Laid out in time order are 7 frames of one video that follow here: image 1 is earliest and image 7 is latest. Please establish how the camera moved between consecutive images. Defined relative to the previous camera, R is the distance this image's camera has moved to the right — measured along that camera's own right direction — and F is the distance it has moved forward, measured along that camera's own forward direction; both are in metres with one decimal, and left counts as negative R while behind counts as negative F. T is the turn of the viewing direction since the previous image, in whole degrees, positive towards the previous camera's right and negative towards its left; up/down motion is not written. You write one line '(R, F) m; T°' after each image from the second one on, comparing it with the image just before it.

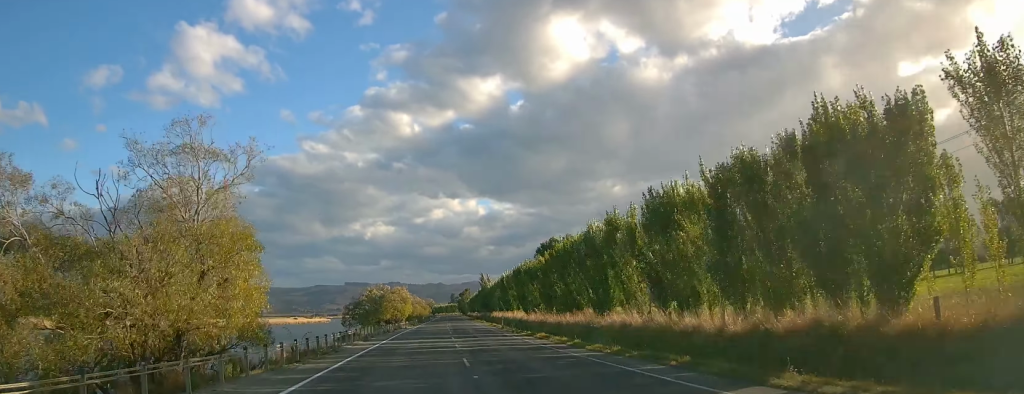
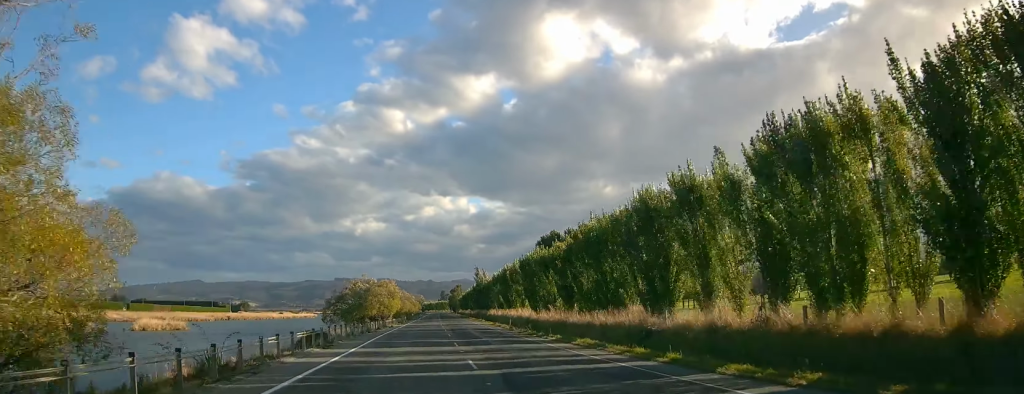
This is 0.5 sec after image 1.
(+0.2, +12.6) m; +1°
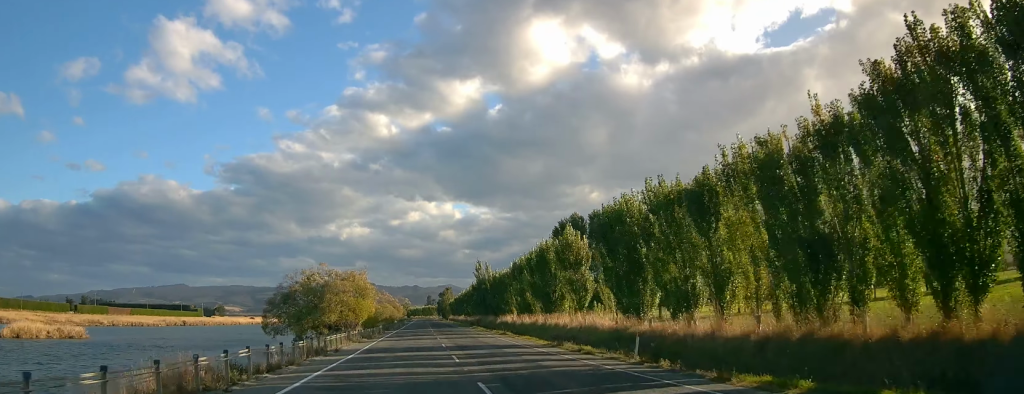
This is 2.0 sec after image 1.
(+1.0, +34.8) m; +2°
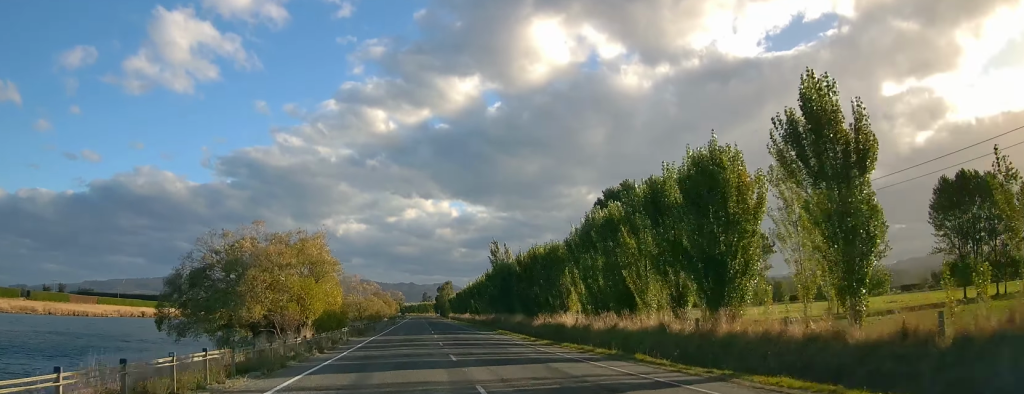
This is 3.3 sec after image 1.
(-0.2, +31.2) m; 0°
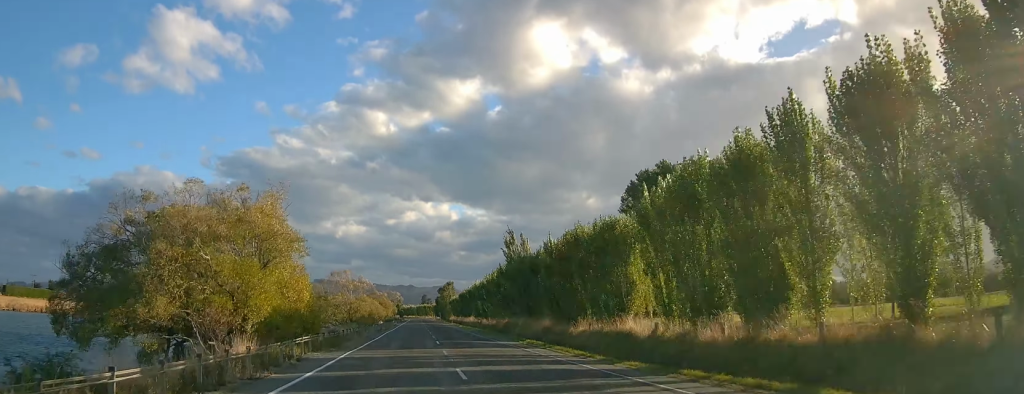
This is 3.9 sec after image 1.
(+0.2, +14.5) m; 0°
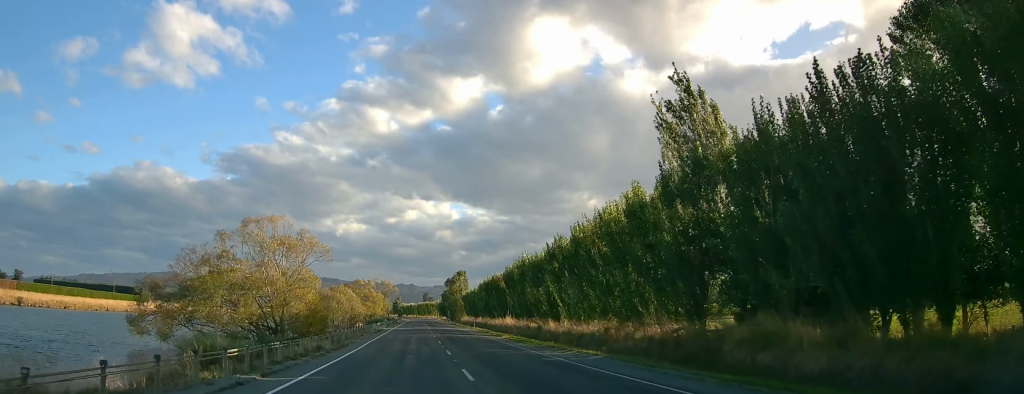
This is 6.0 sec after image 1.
(-0.4, +50.5) m; +1°
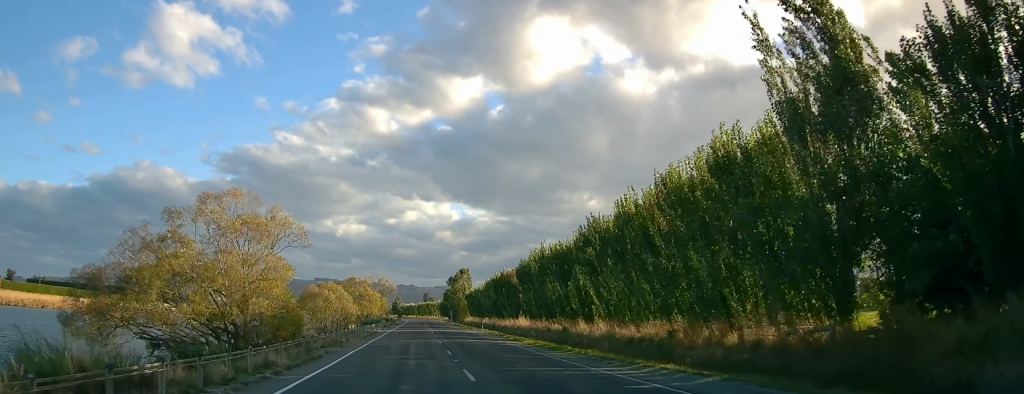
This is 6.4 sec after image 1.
(+0.1, +9.9) m; 0°
